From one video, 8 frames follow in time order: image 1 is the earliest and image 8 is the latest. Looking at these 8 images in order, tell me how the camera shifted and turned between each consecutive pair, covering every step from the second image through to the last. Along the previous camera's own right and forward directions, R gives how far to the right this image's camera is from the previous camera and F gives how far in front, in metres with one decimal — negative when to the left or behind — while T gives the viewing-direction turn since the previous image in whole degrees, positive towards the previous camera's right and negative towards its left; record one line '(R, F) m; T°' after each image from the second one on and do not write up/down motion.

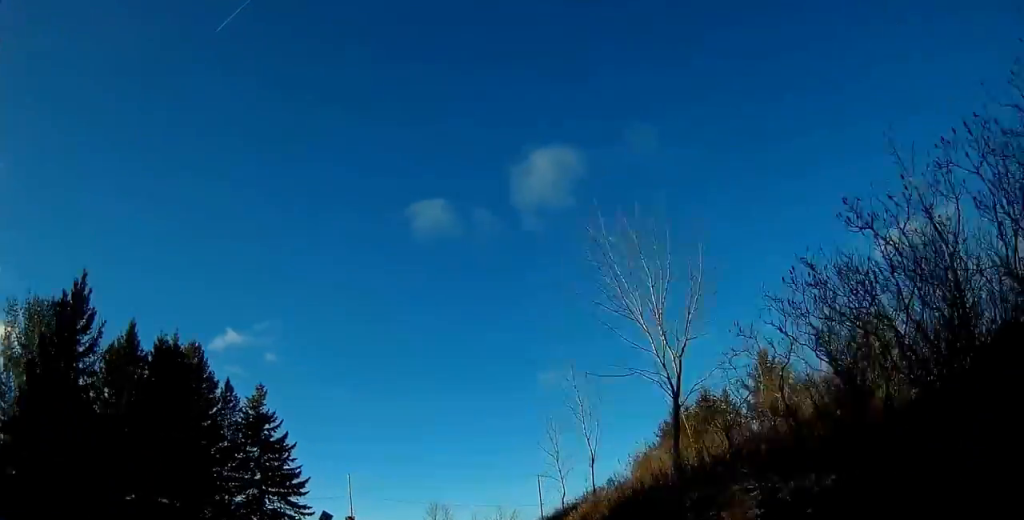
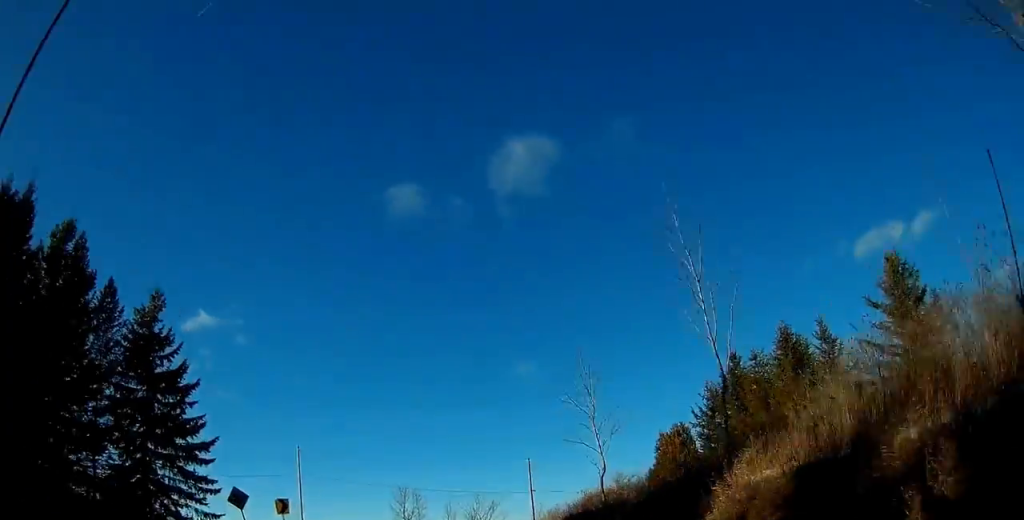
(+1.0, +13.7) m; +4°
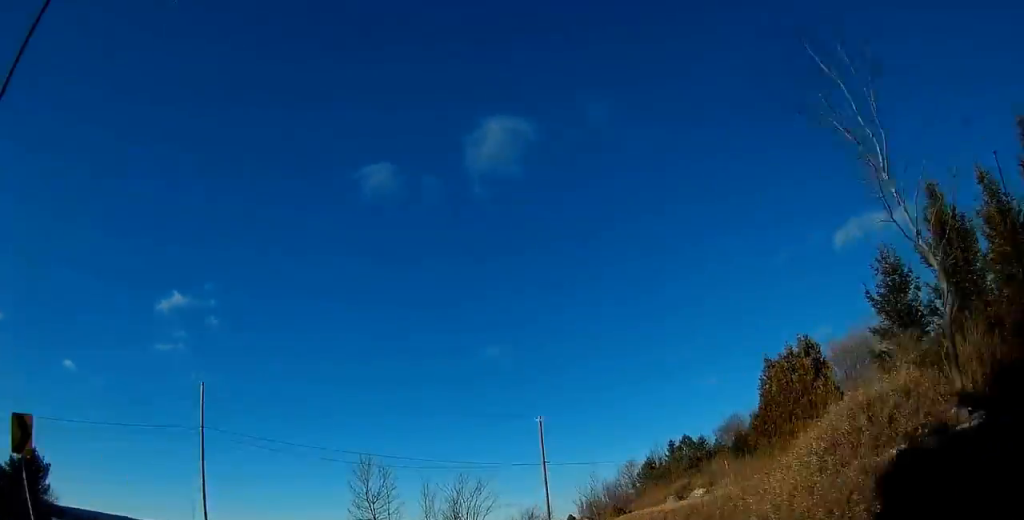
(0.0, +19.5) m; 0°
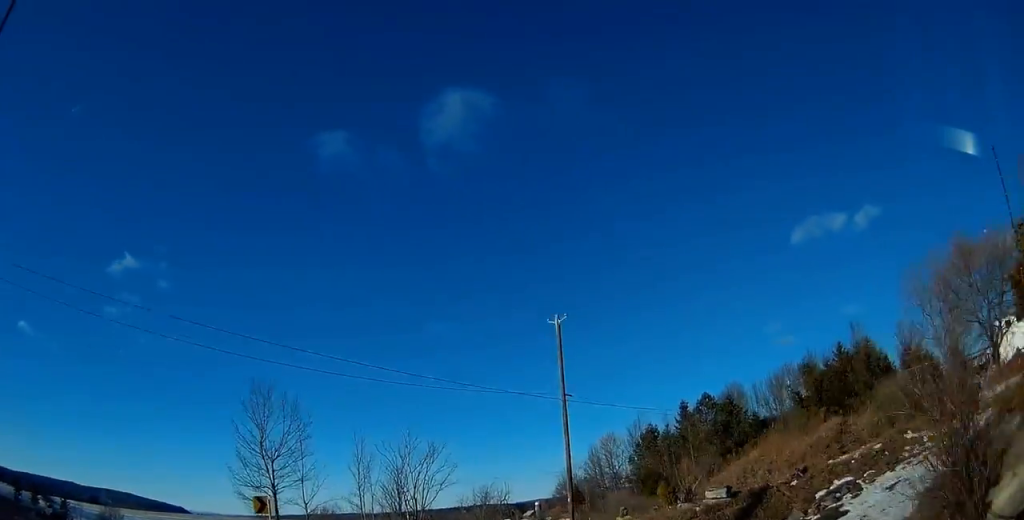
(+0.2, +21.0) m; +6°
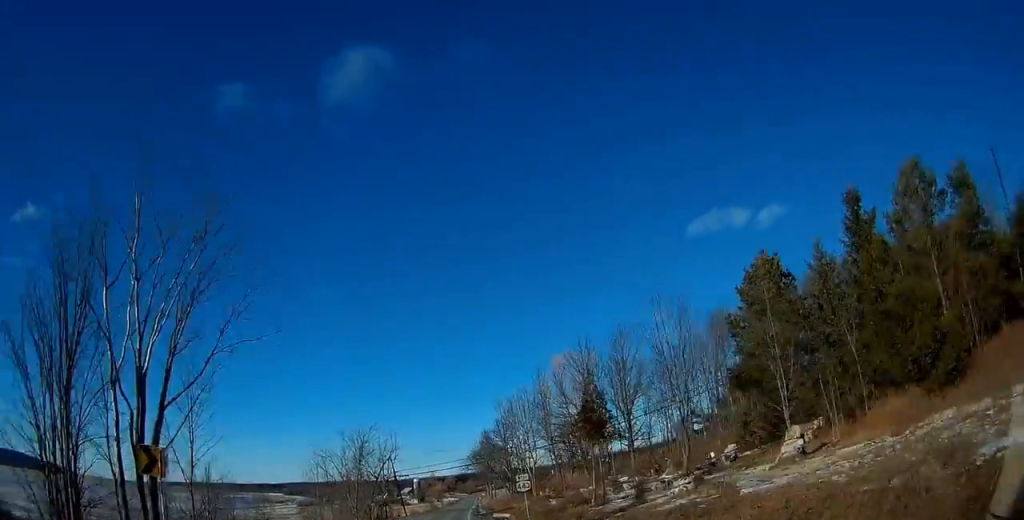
(+5.1, +42.9) m; +11°
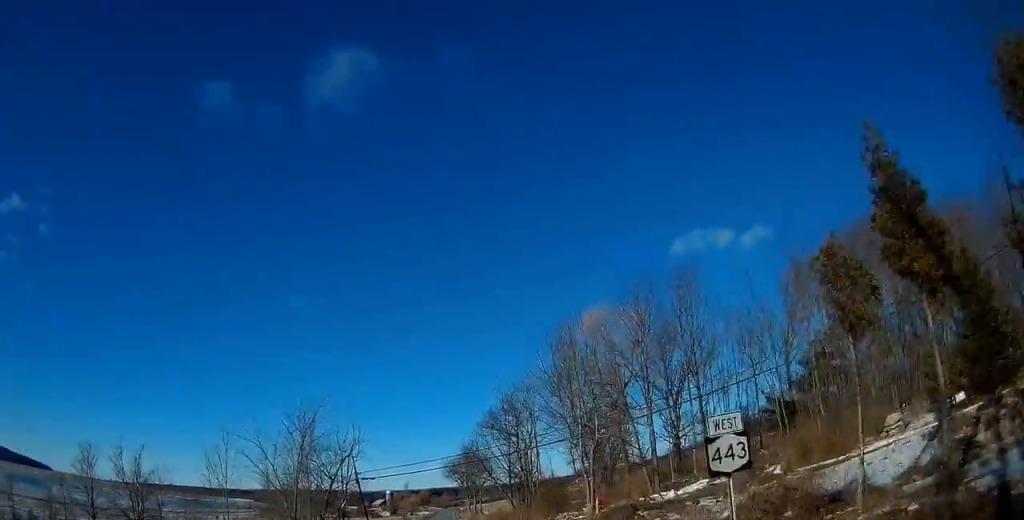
(+0.8, +19.8) m; +3°
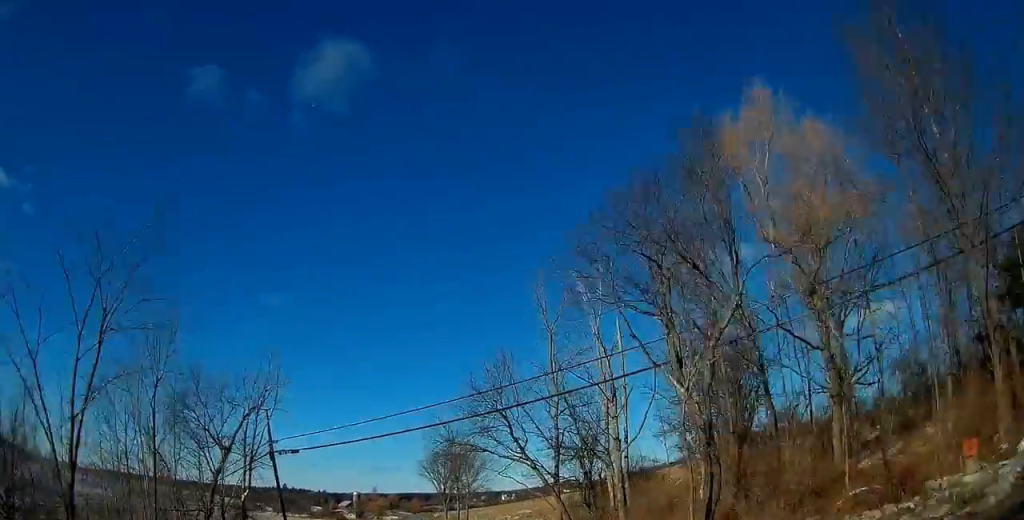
(+0.5, +27.5) m; +3°
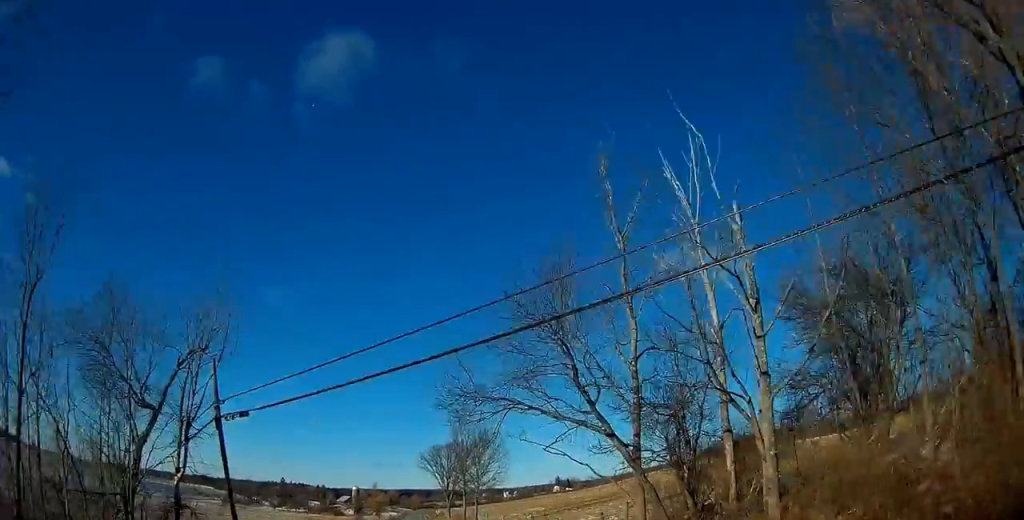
(0.0, +10.4) m; +2°
